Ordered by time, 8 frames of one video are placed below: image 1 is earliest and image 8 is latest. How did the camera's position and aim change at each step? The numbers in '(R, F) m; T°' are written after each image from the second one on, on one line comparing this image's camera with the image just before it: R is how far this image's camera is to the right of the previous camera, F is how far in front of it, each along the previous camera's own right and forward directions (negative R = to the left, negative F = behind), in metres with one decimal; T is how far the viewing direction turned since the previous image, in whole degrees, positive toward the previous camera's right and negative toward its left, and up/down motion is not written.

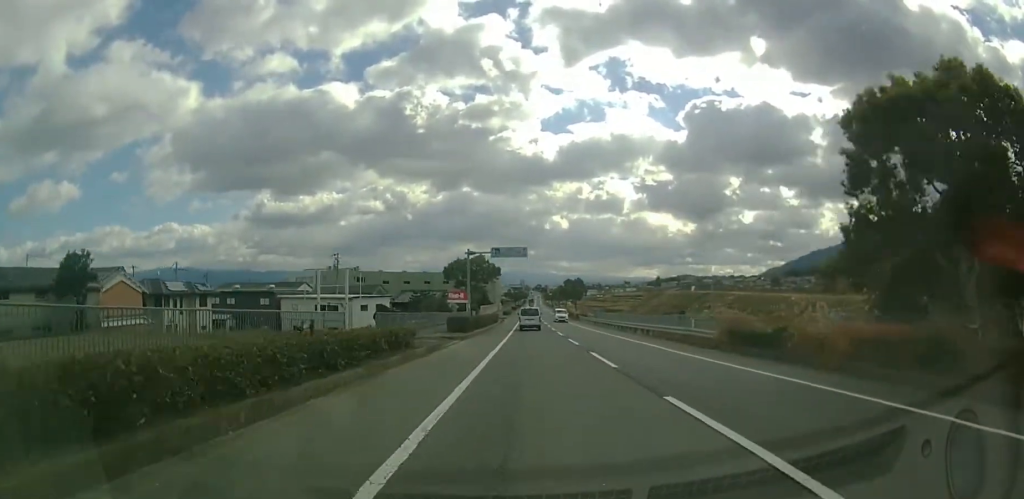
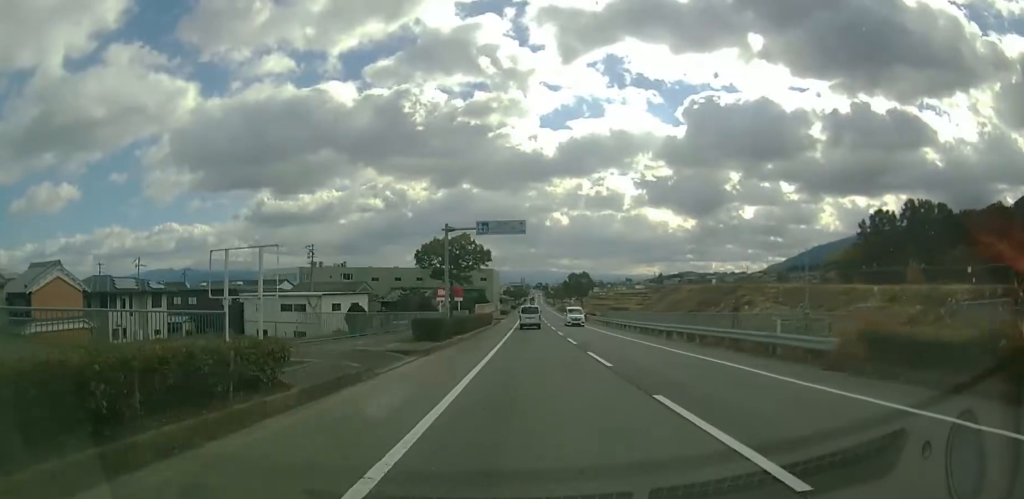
(0.0, +9.7) m; 0°
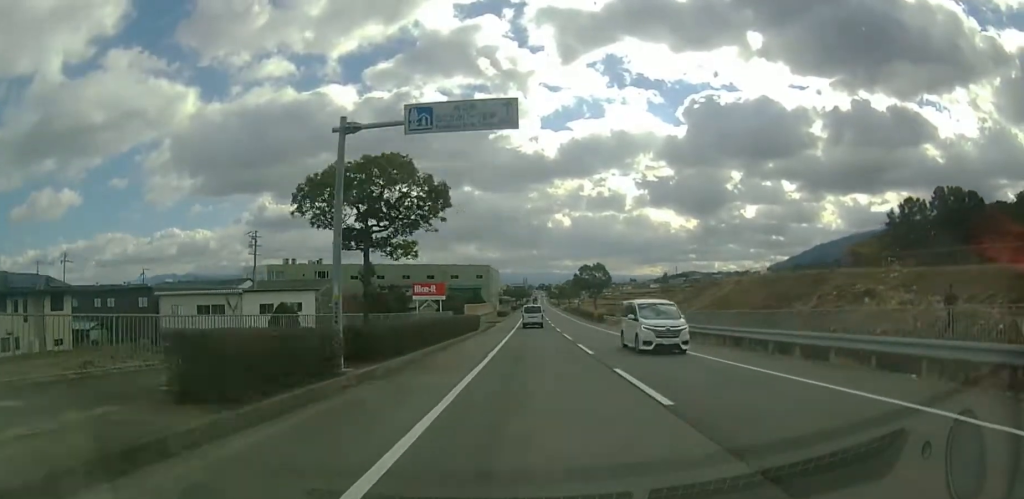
(0.0, +15.3) m; 0°
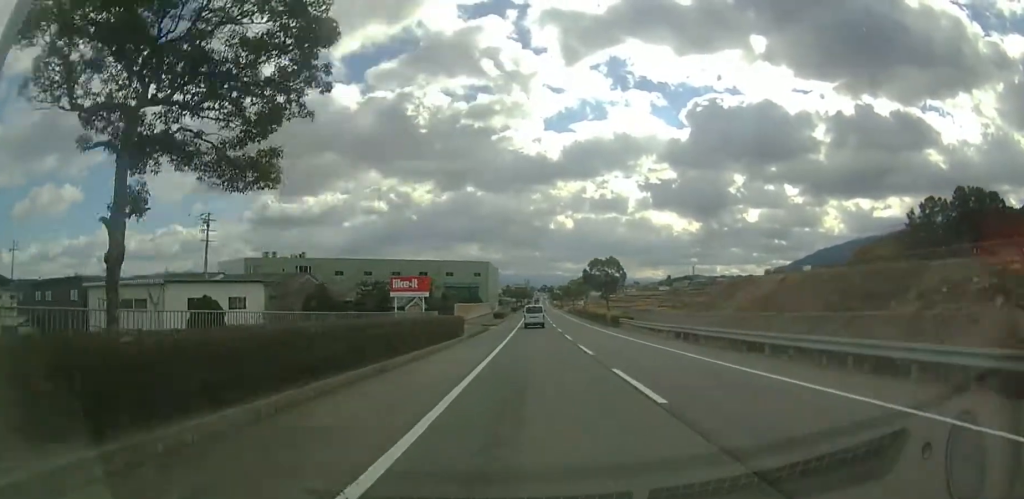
(-0.1, +9.2) m; 0°
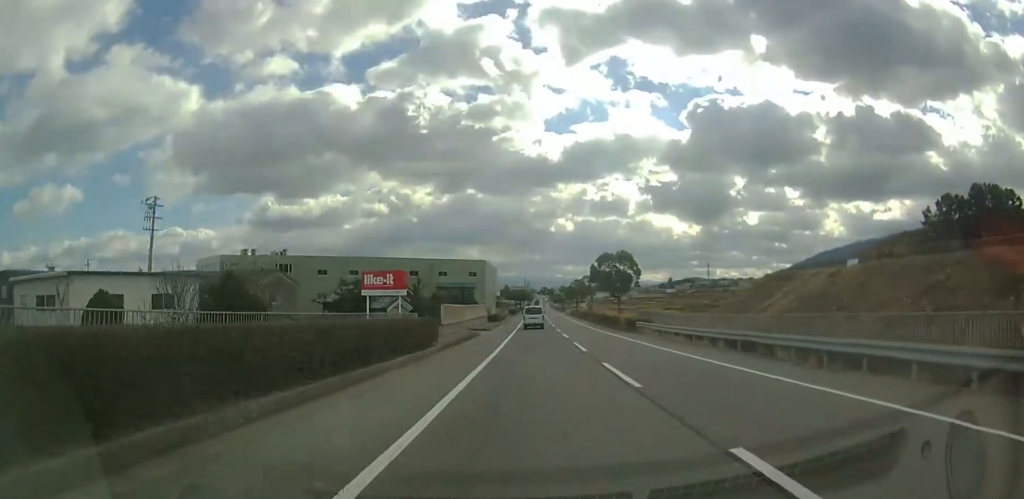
(0.0, +7.6) m; 0°
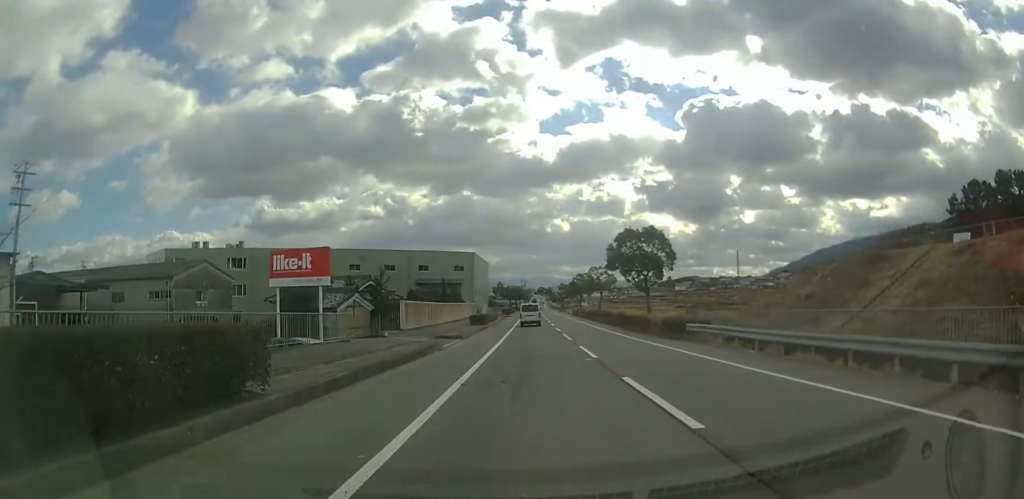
(0.0, +13.7) m; 0°
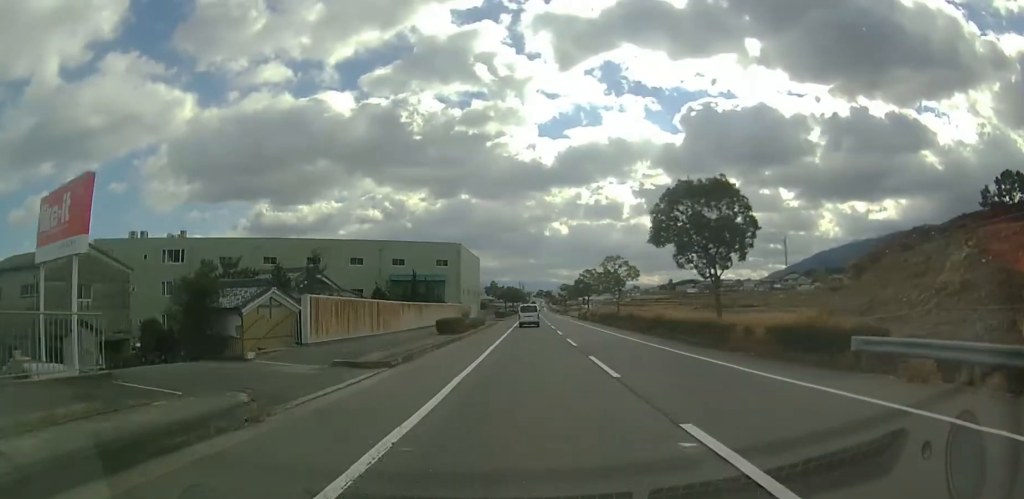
(+0.1, +14.5) m; 0°
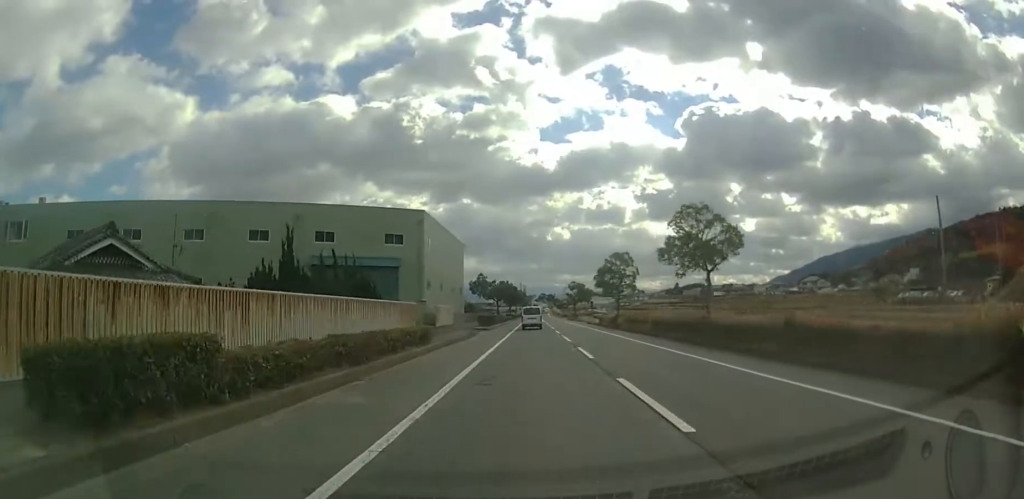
(-0.2, +25.2) m; 0°
